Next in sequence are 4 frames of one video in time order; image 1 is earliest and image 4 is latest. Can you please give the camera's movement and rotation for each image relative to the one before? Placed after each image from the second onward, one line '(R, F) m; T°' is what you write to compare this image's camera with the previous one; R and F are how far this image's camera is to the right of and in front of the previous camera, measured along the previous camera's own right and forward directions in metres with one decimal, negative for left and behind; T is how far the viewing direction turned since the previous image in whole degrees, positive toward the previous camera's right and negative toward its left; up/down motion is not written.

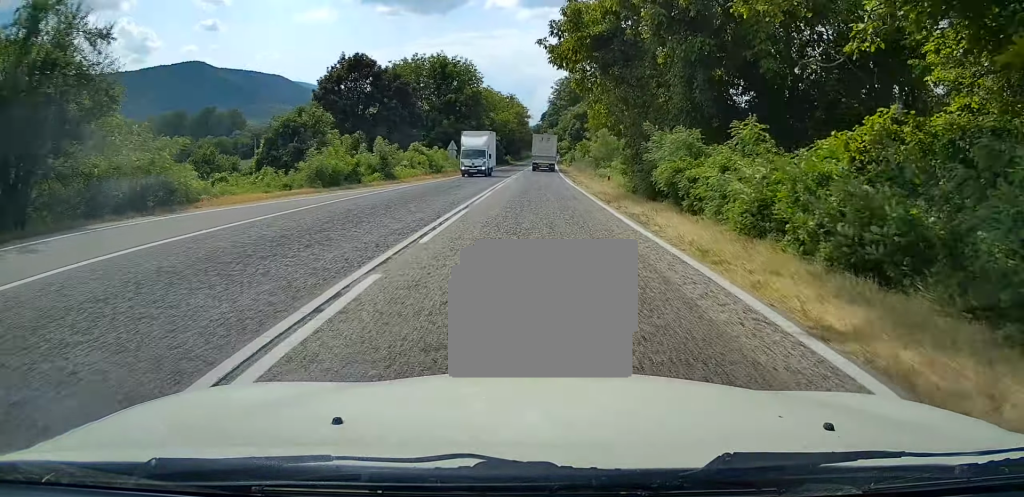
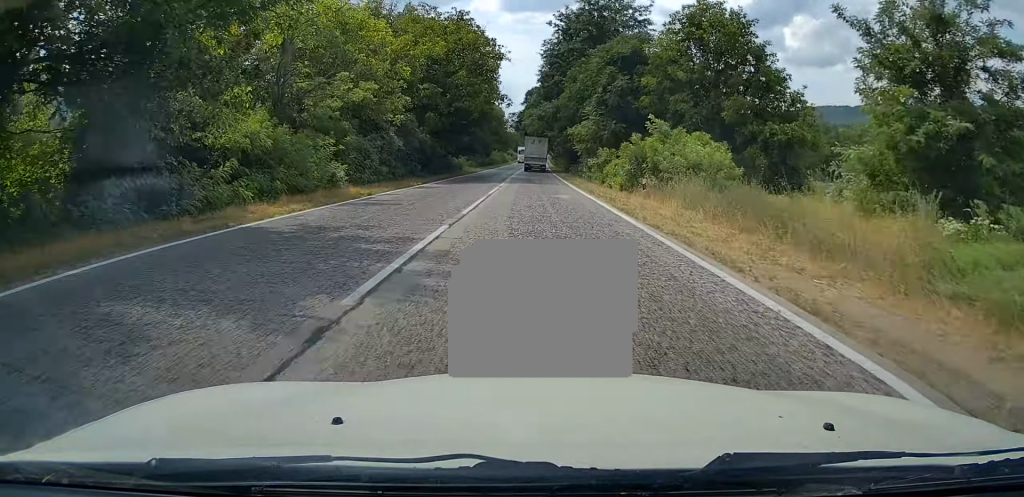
(+1.0, +66.4) m; +1°
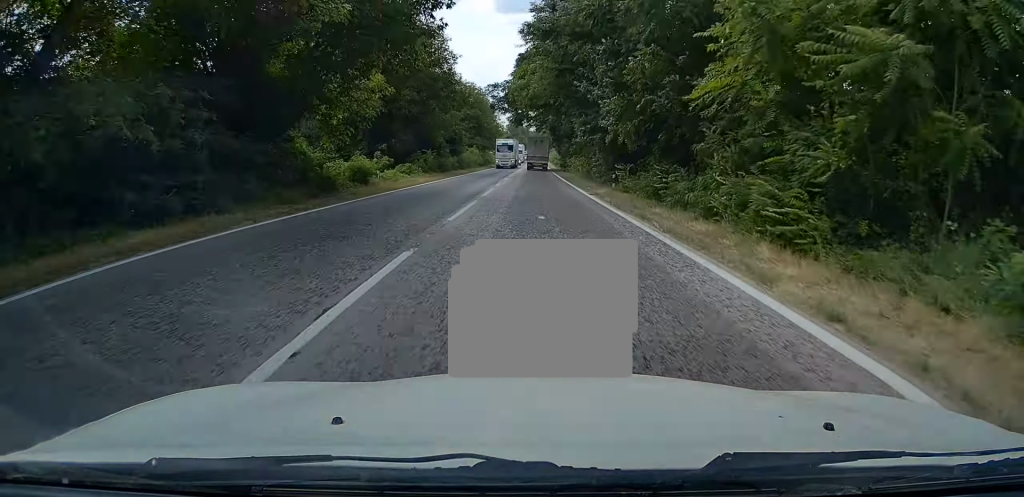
(+0.3, +38.1) m; +1°
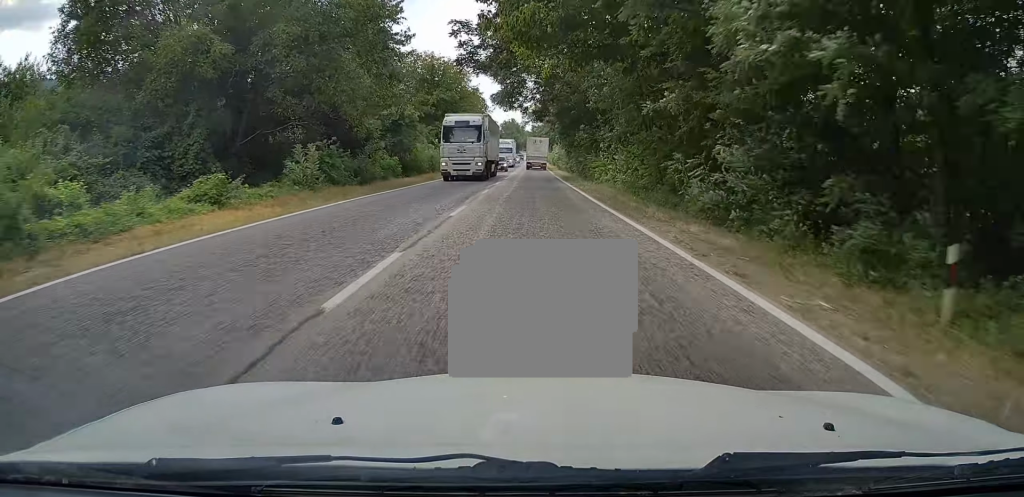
(+0.2, +25.4) m; +1°
